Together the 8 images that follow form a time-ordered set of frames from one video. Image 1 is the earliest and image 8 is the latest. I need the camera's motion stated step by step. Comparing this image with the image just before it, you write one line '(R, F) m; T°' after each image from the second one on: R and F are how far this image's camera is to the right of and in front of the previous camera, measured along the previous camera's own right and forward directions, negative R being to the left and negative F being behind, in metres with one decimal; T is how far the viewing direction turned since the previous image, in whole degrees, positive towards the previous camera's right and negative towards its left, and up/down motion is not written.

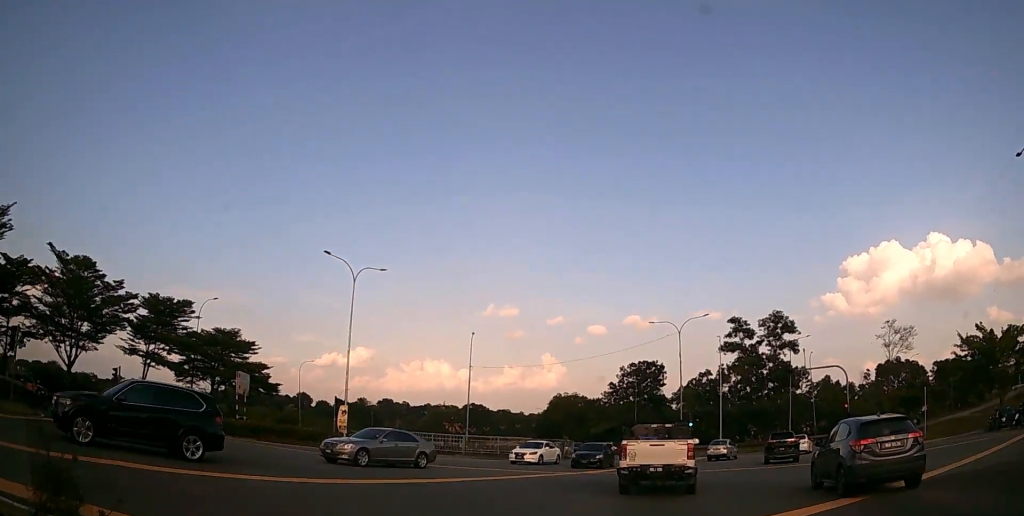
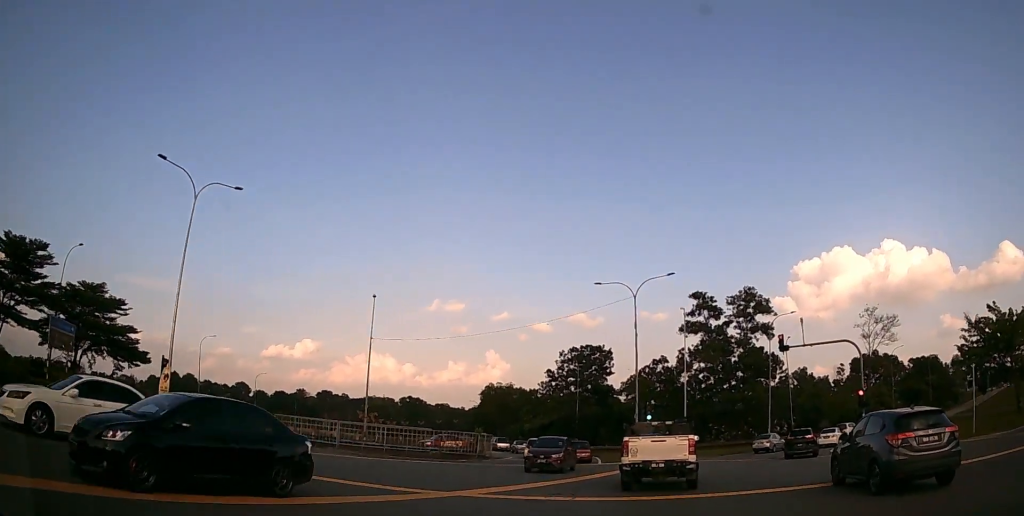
(+0.4, +11.6) m; +5°
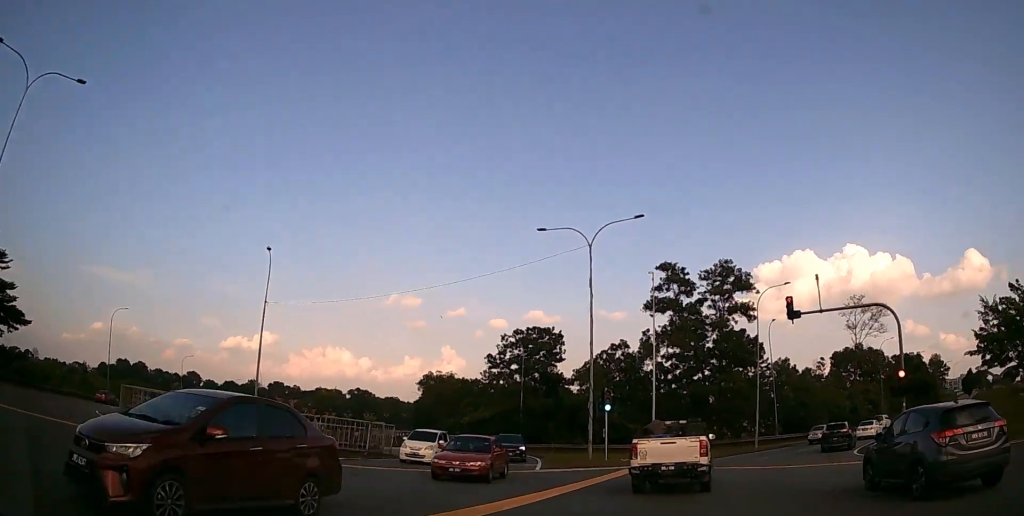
(+0.4, +10.1) m; +5°
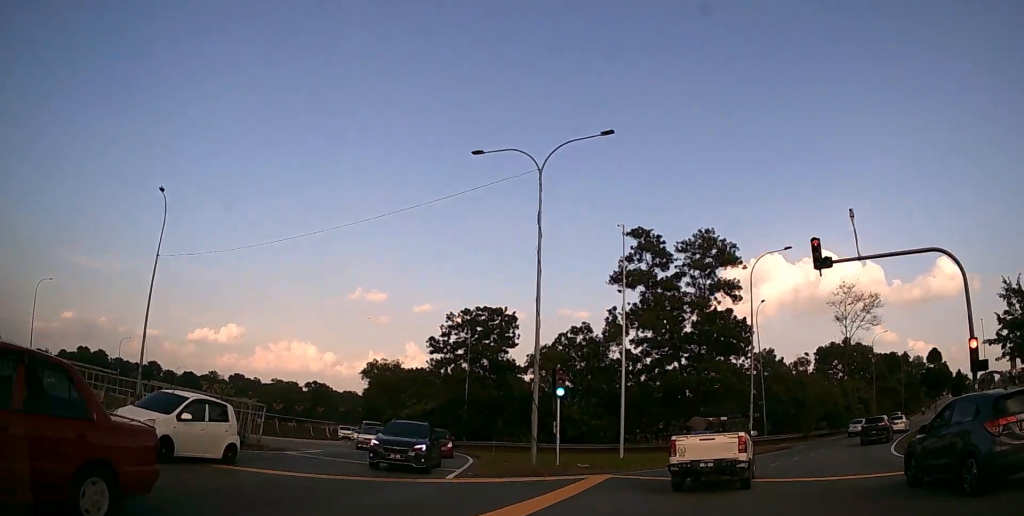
(+0.3, +8.4) m; +4°
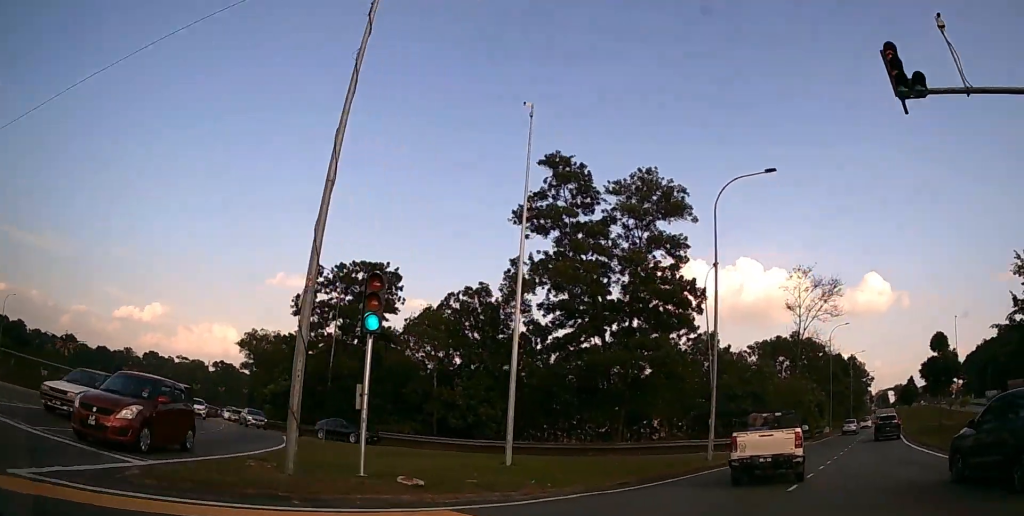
(+0.4, +11.4) m; +7°
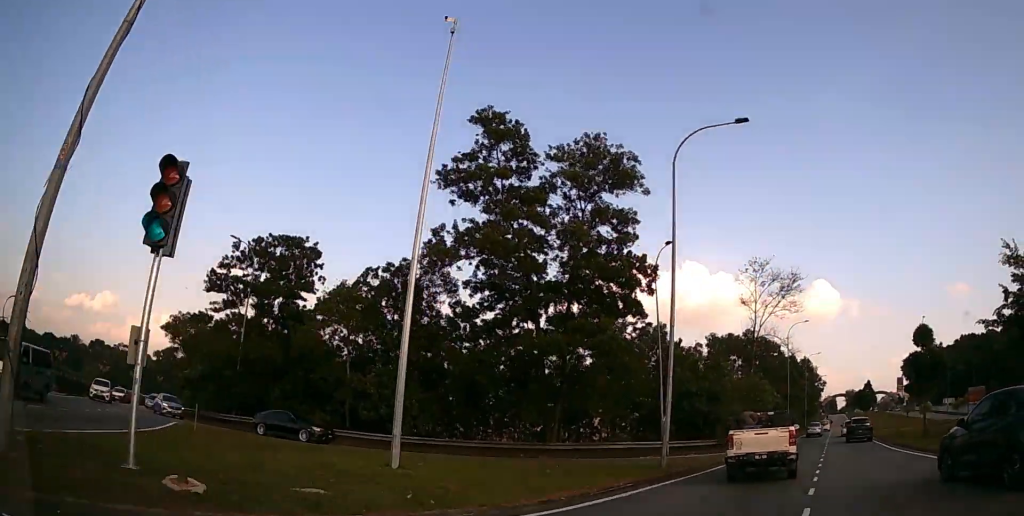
(+0.3, +4.5) m; +5°
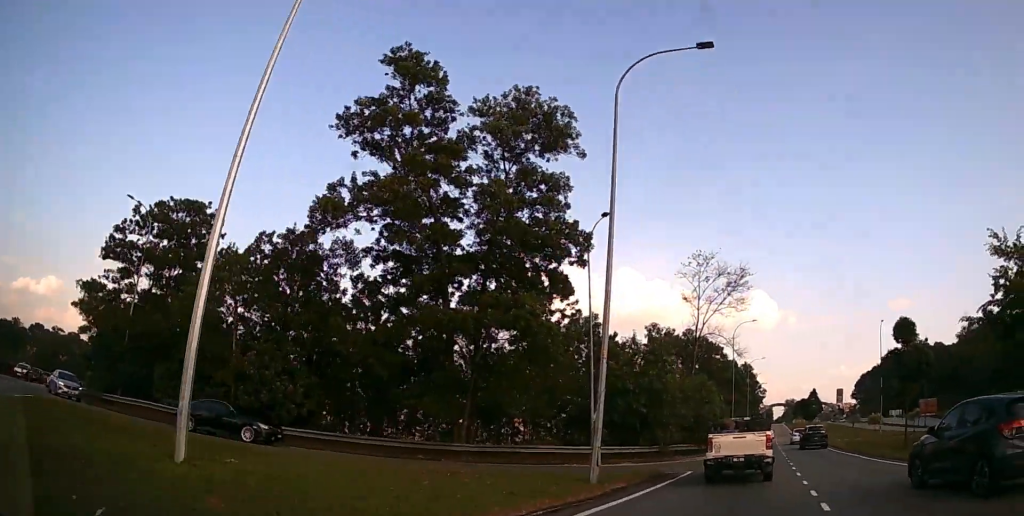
(-0.1, +4.9) m; +6°
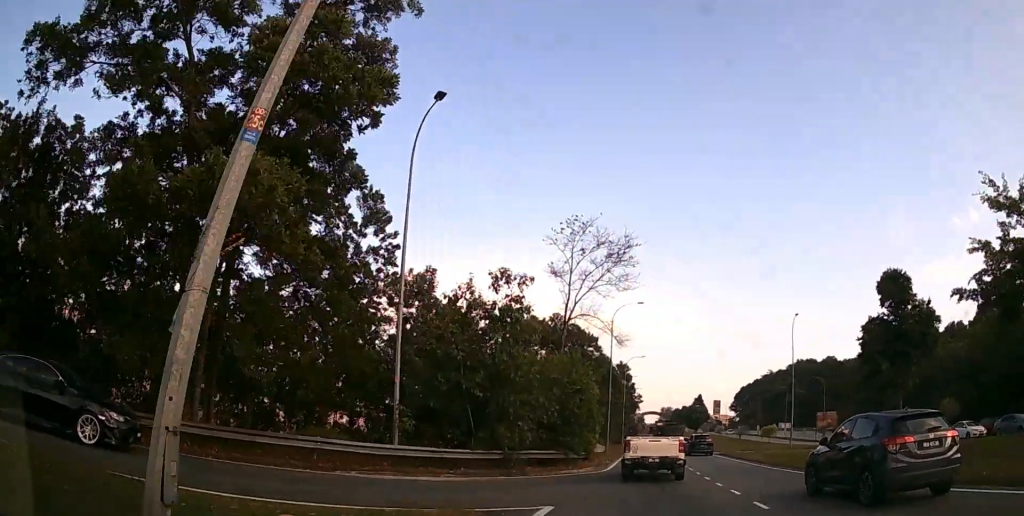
(+1.4, +10.6) m; +14°
